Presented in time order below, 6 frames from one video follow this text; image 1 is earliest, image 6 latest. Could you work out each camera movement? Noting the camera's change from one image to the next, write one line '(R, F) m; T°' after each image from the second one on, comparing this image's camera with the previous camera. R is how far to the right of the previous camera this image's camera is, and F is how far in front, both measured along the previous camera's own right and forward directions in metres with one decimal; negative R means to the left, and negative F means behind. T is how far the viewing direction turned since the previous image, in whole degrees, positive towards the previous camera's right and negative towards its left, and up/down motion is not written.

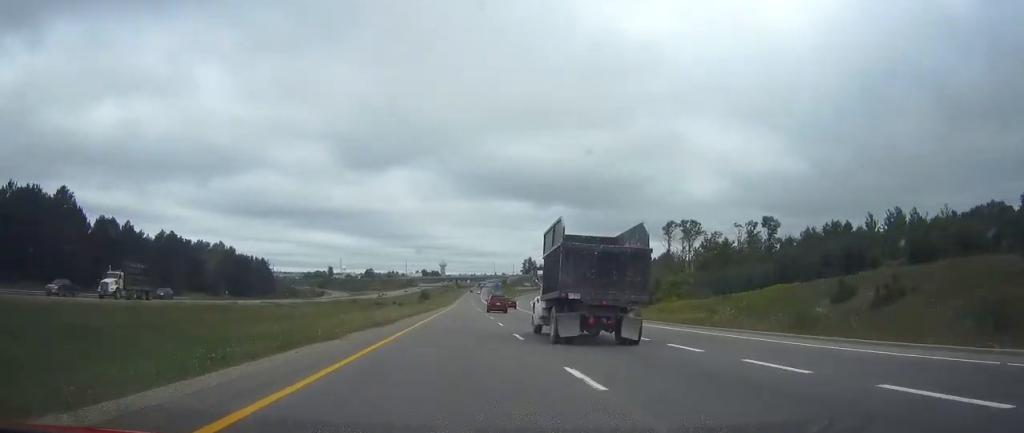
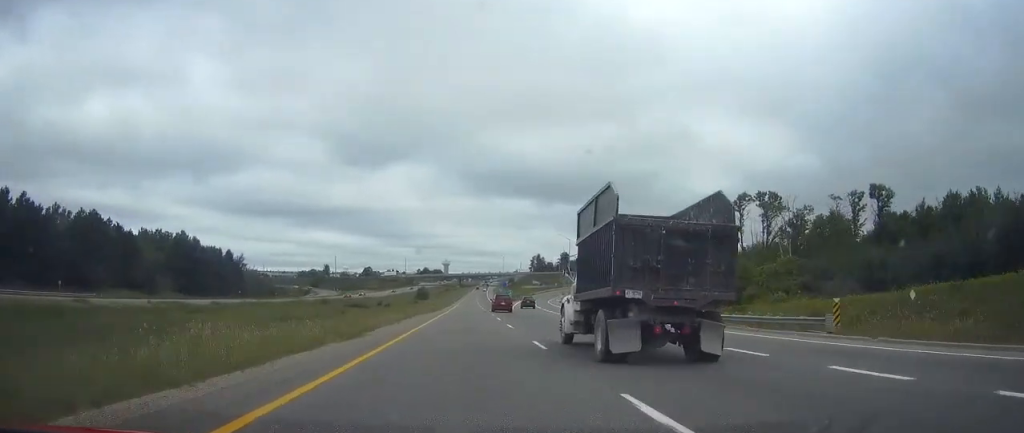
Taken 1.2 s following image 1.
(-0.1, +39.7) m; 0°
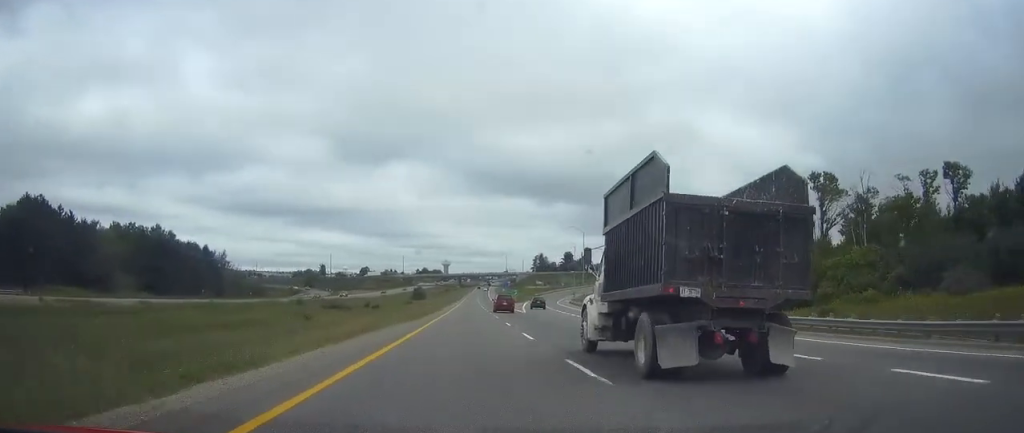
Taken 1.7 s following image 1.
(0.0, +19.3) m; 0°
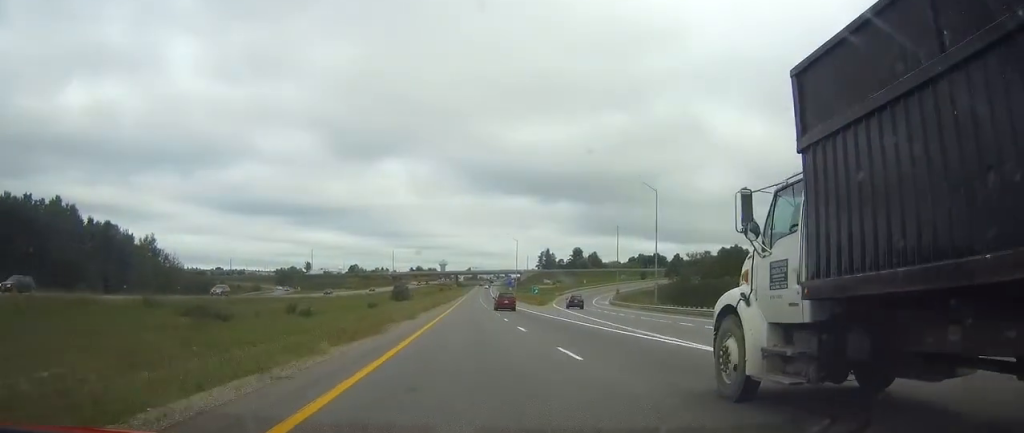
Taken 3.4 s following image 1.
(0.0, +55.7) m; 0°
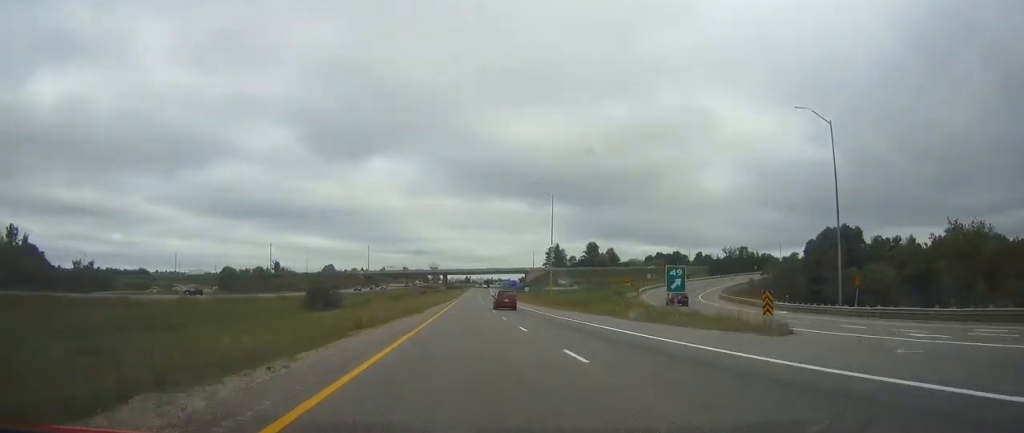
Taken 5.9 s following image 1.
(+0.4, +84.6) m; +1°
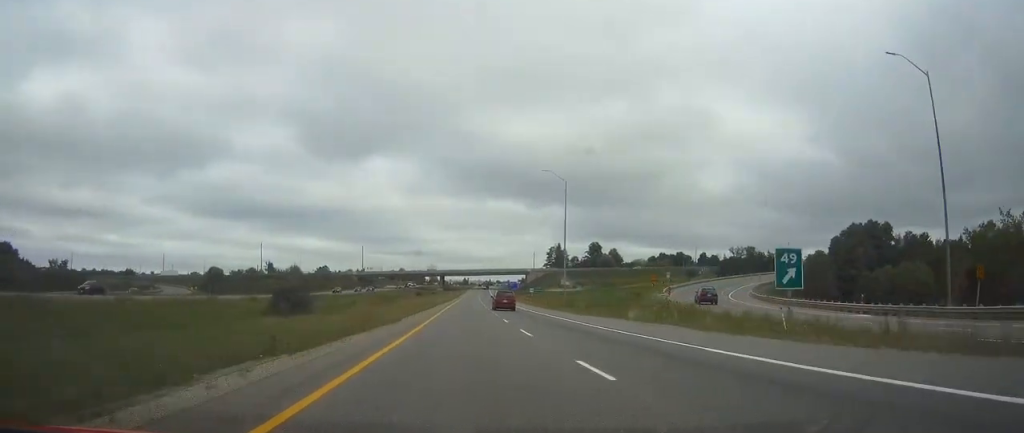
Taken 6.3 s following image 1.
(0.0, +14.6) m; 0°
